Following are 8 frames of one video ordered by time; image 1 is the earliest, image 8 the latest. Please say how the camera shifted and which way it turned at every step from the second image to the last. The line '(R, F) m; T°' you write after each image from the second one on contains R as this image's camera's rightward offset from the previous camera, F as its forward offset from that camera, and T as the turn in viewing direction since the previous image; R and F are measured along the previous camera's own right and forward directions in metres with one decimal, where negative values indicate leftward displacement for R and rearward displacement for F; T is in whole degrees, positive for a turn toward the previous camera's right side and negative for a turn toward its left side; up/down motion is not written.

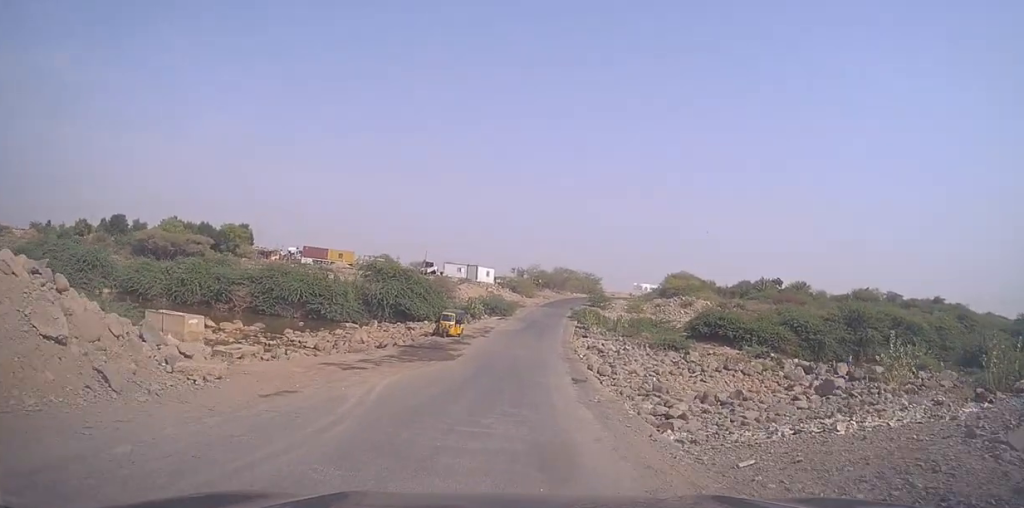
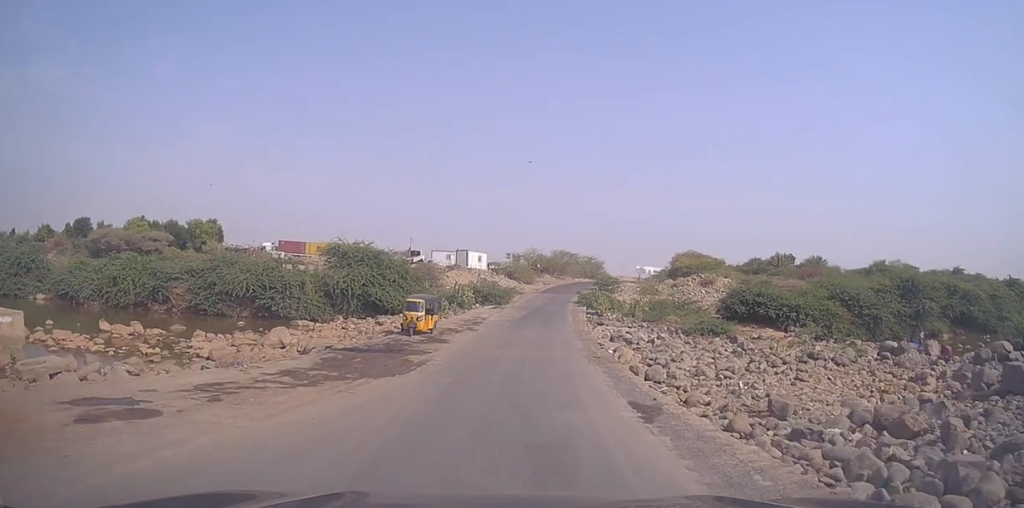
(+0.6, +10.5) m; +3°
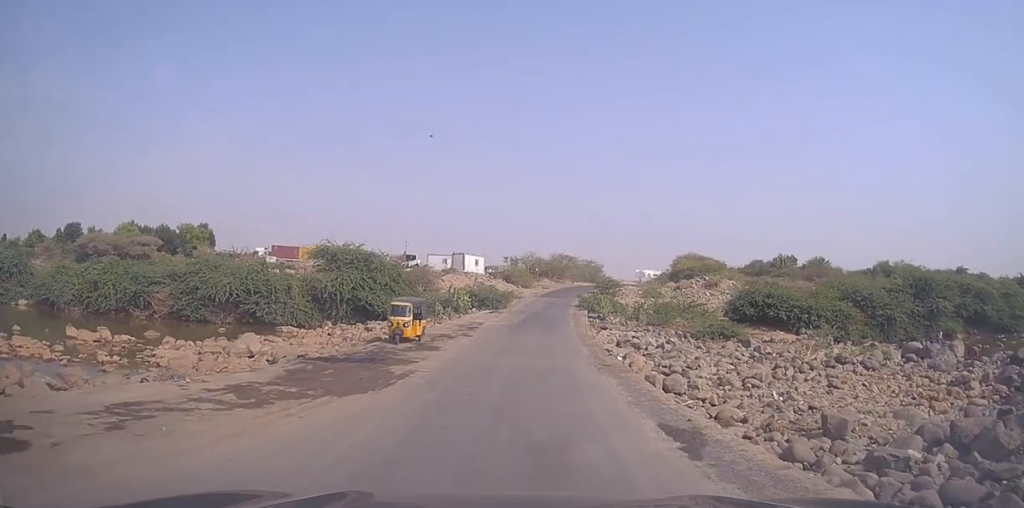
(-0.1, +2.4) m; -2°
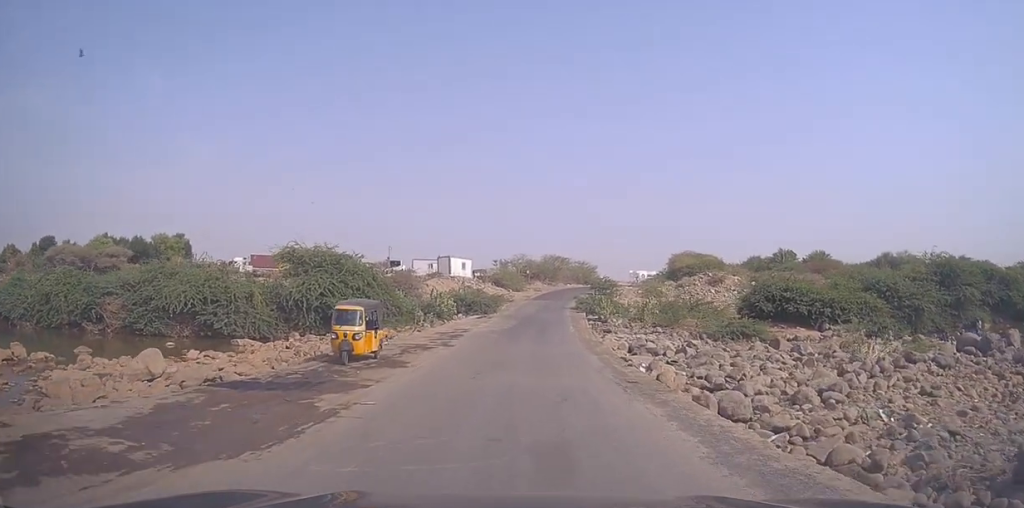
(-0.2, +5.0) m; -2°
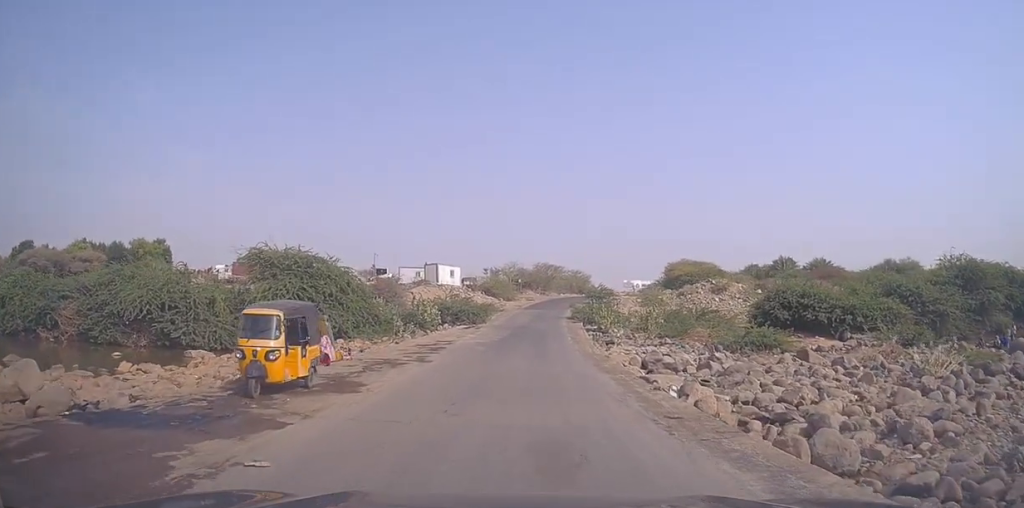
(0.0, +4.1) m; +1°
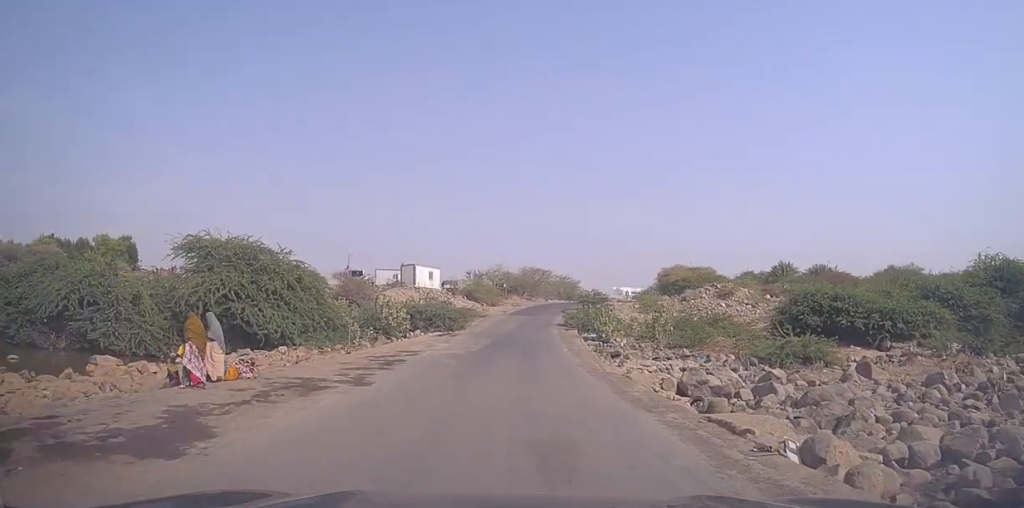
(+0.2, +6.6) m; +2°
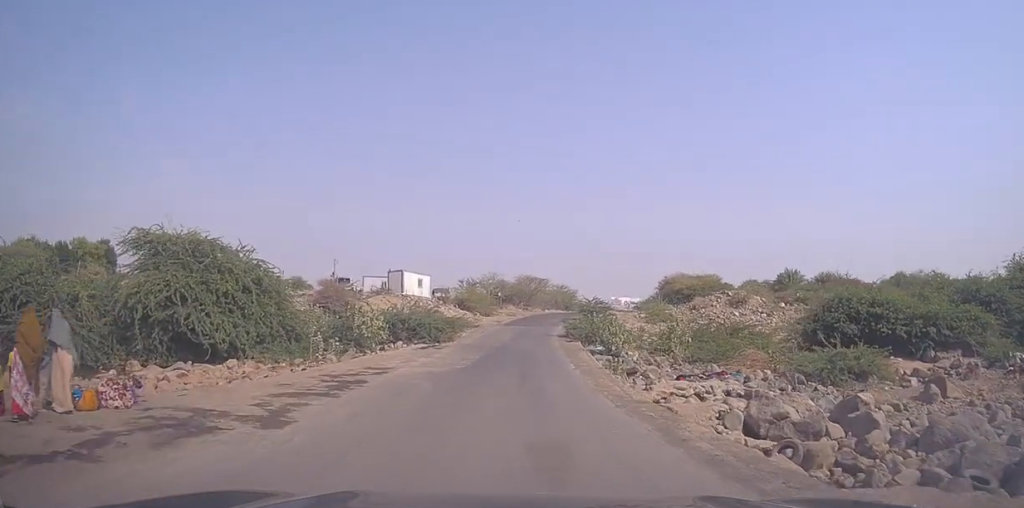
(0.0, +4.8) m; 0°
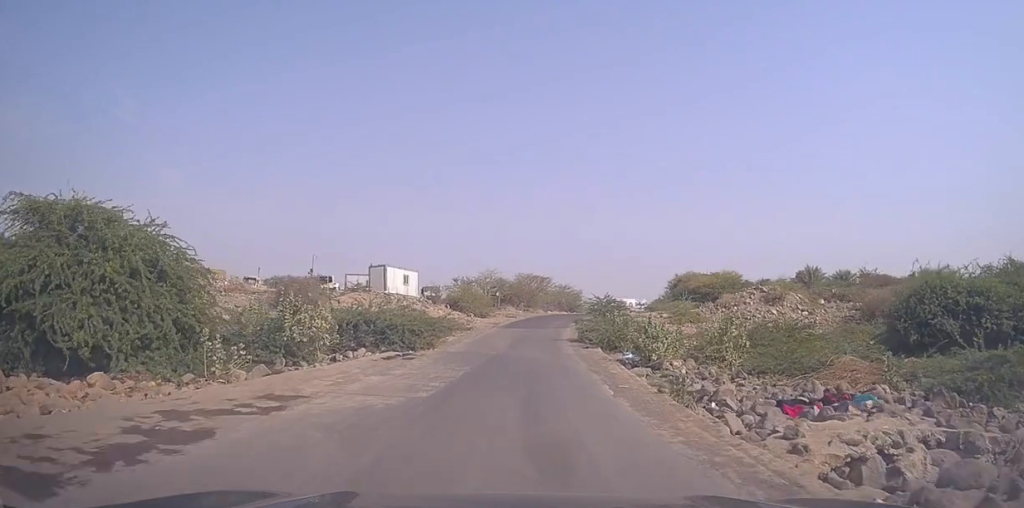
(0.0, +8.5) m; +1°
